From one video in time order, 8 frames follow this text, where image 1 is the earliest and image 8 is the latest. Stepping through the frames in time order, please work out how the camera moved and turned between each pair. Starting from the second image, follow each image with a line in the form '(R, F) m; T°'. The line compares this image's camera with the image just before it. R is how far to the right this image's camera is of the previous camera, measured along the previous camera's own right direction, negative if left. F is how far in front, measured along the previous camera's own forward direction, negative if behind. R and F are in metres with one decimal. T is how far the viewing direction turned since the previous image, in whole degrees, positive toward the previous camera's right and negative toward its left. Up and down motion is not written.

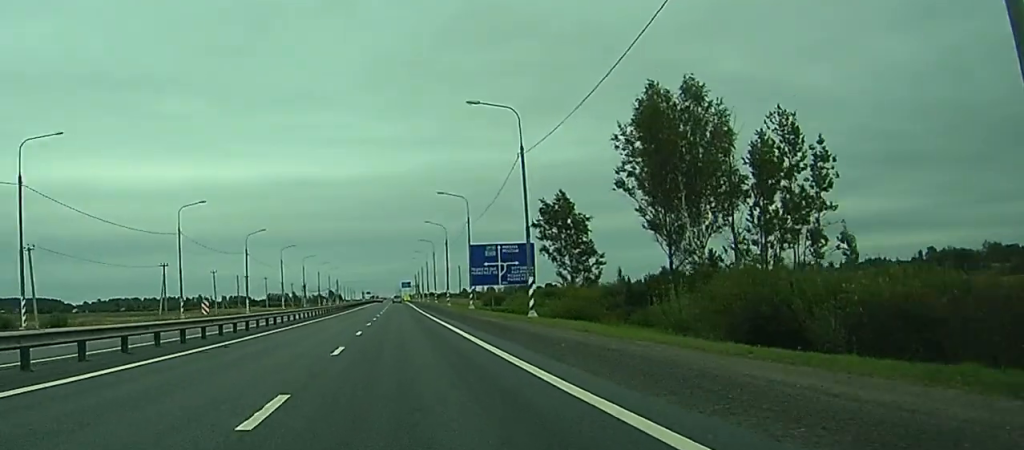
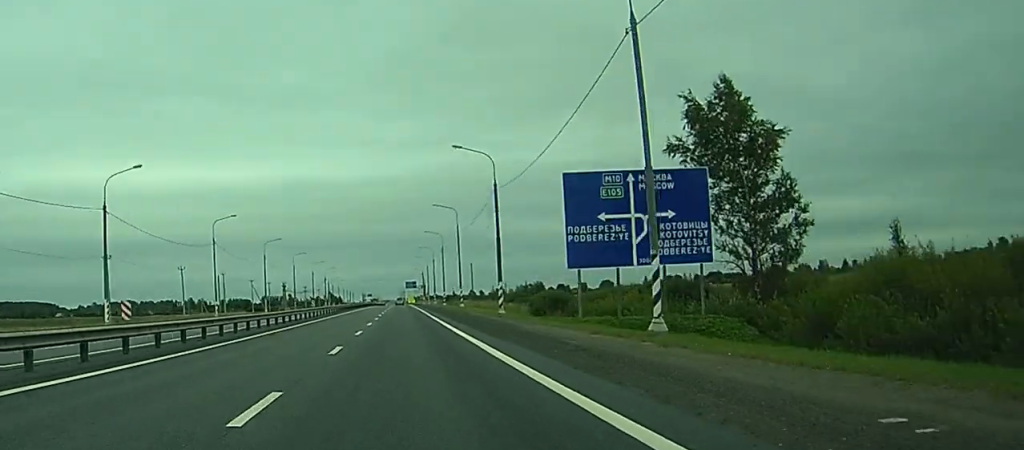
(-0.2, +58.6) m; 0°
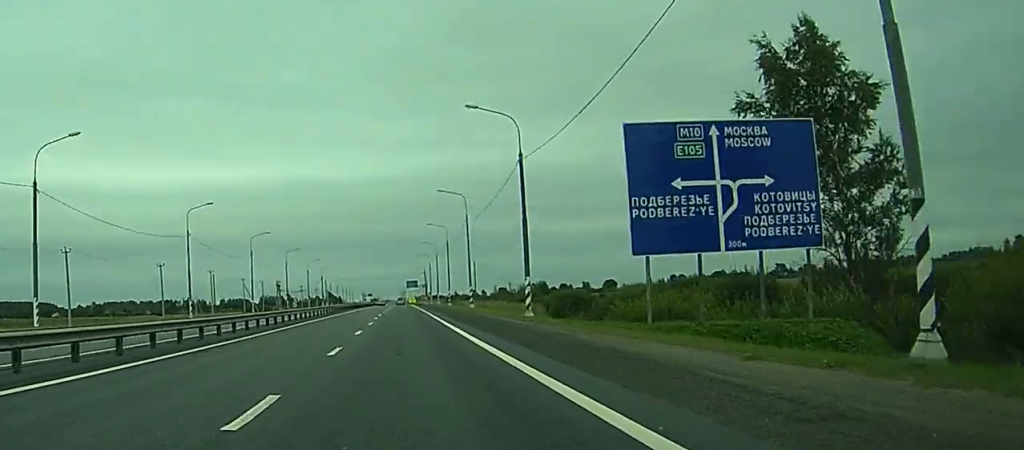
(0.0, +12.4) m; 0°
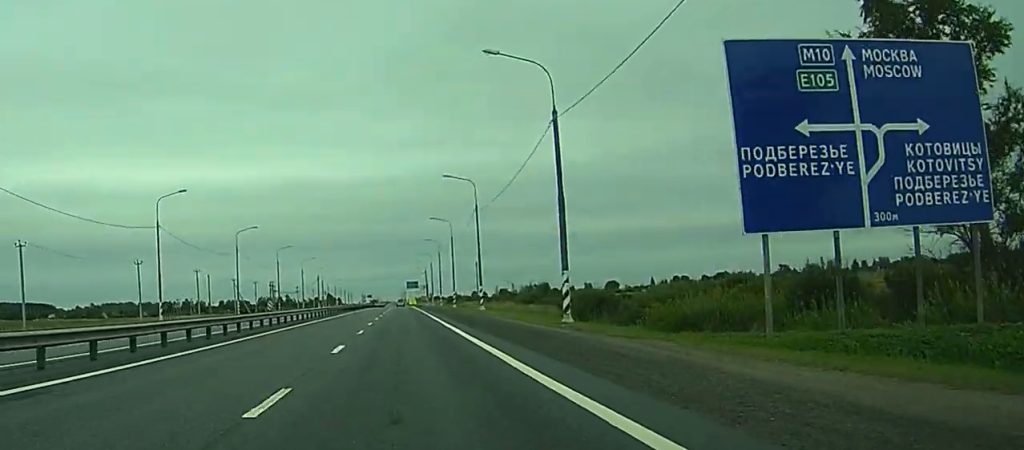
(0.0, +10.8) m; 0°
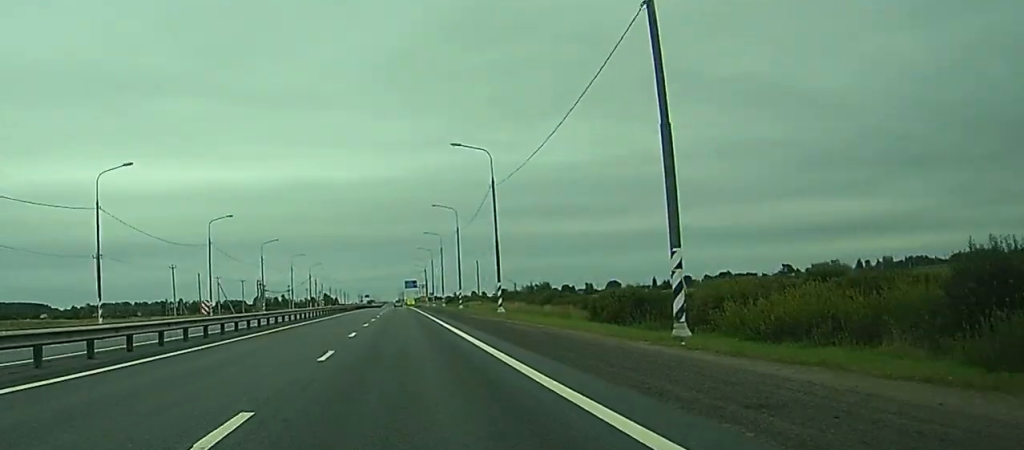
(0.0, +14.9) m; 0°
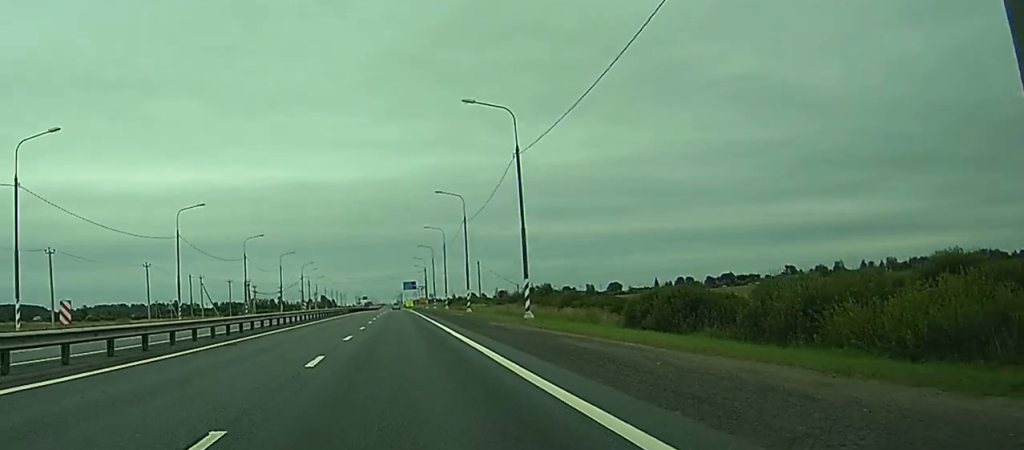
(0.0, +13.3) m; 0°
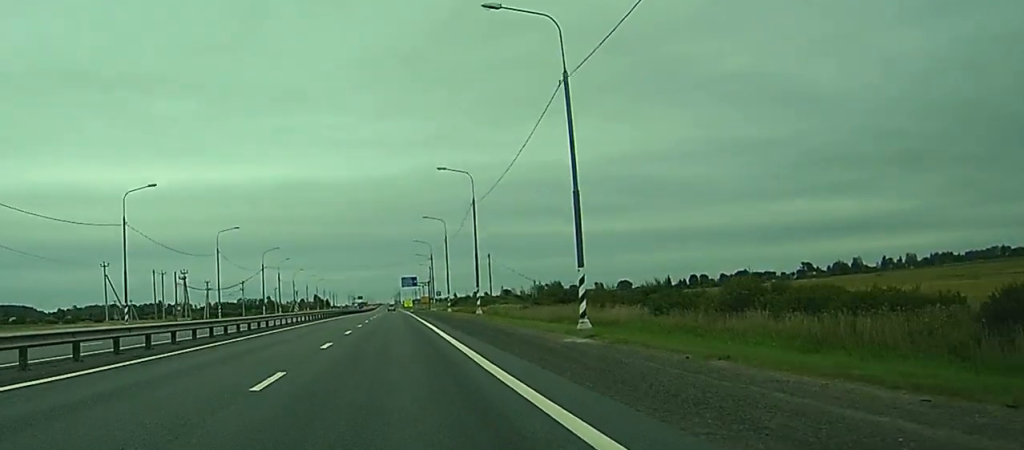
(-0.2, +52.4) m; 0°
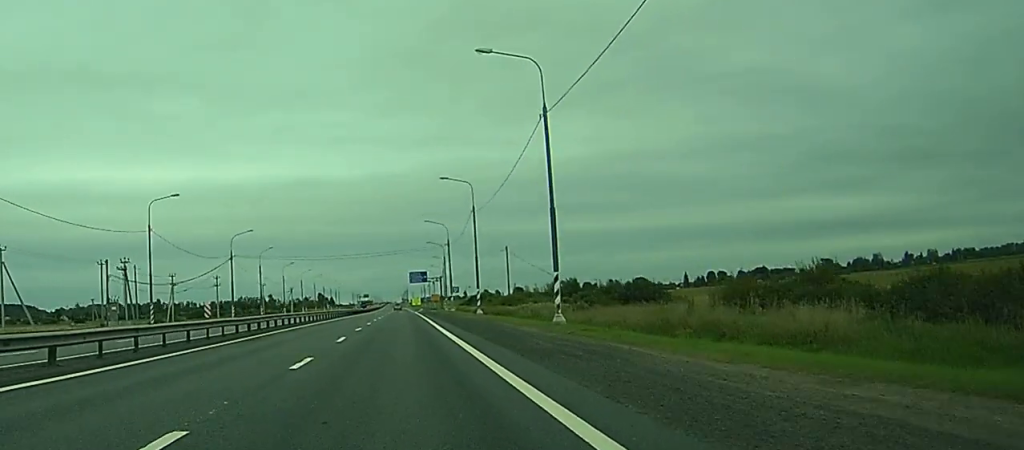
(0.0, +31.6) m; 0°
